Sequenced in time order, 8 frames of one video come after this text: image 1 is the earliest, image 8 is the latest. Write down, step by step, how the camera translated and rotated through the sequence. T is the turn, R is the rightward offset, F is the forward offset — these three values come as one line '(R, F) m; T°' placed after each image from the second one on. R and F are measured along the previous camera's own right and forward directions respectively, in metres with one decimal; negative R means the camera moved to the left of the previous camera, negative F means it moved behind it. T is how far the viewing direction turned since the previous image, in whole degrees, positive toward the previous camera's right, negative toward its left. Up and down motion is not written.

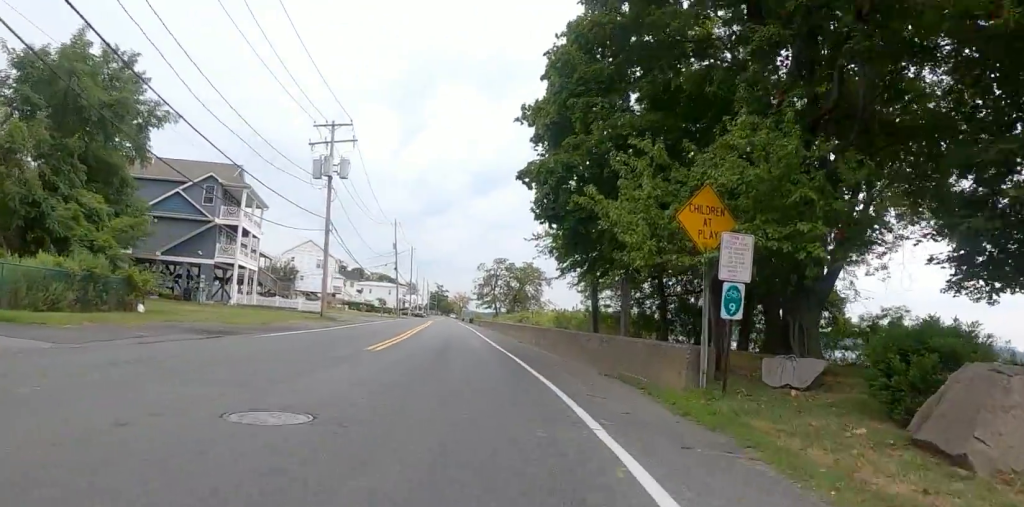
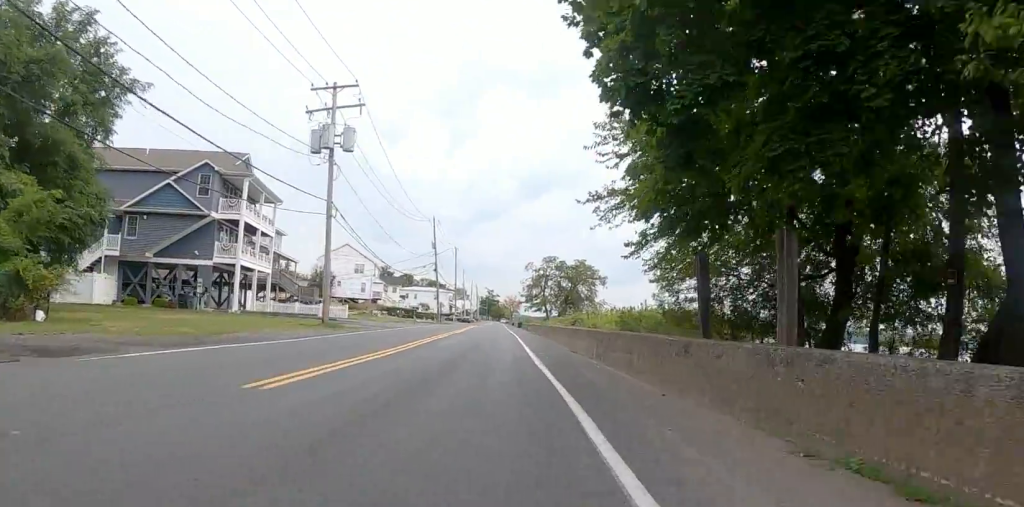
(-0.5, +7.6) m; -4°
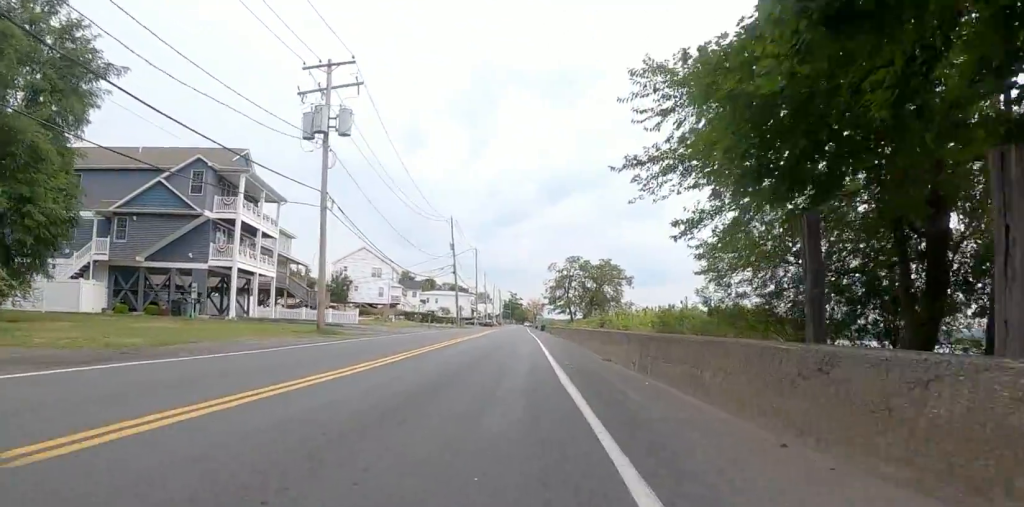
(+0.2, +3.6) m; 0°
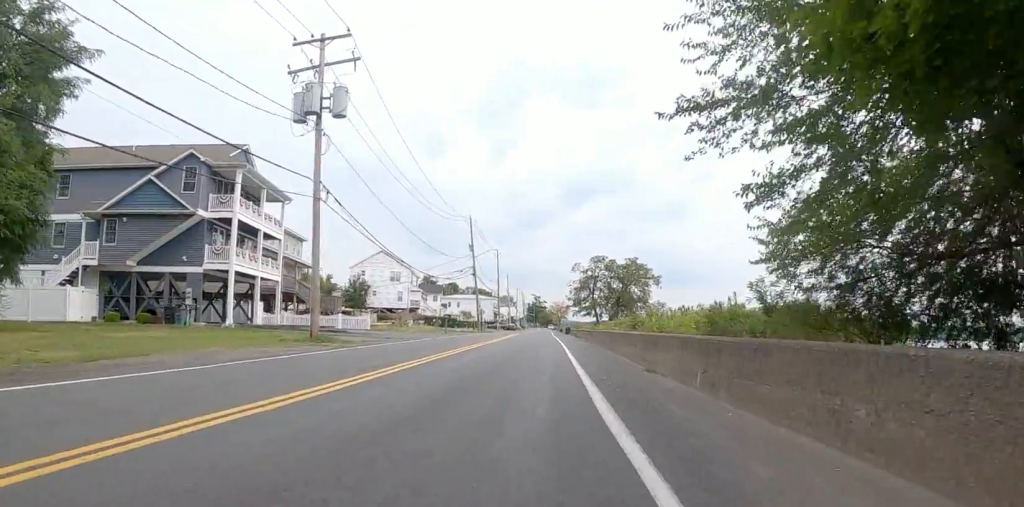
(0.0, +3.3) m; -1°
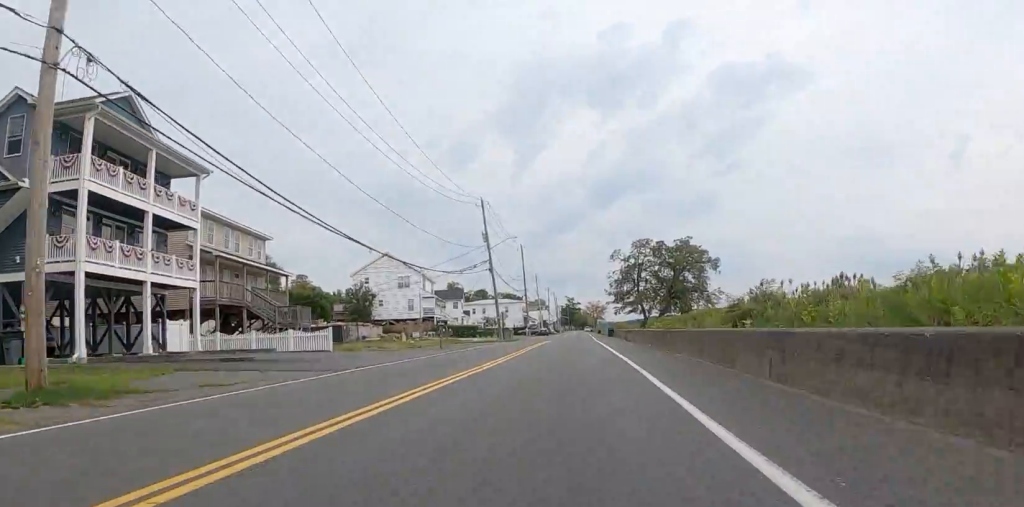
(-1.3, +13.8) m; -6°
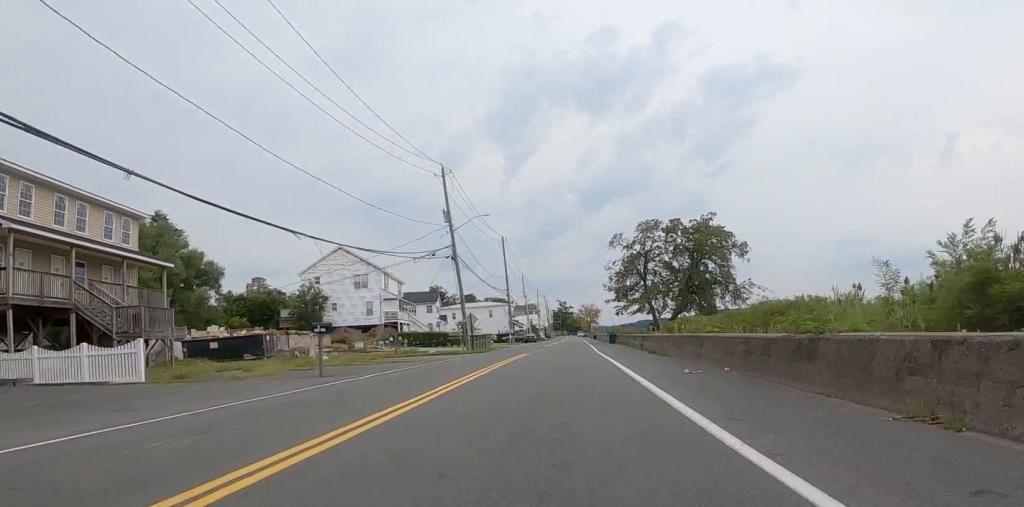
(+0.3, +13.6) m; 0°
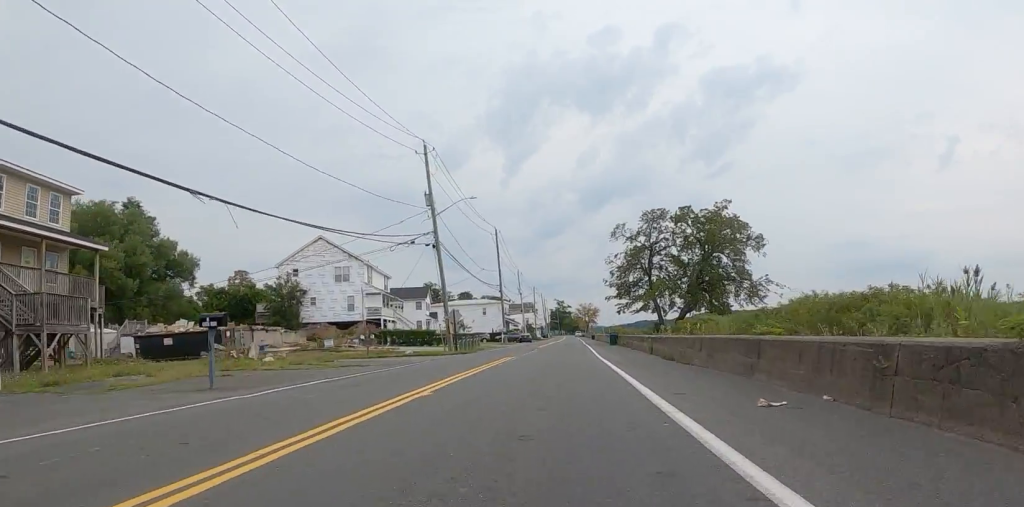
(-0.1, +5.1) m; -1°
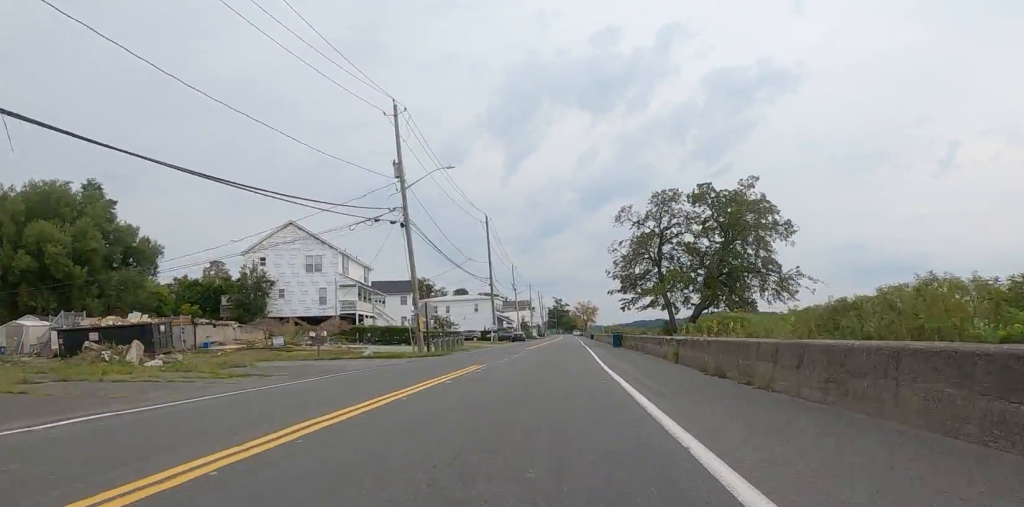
(0.0, +6.8) m; -1°
